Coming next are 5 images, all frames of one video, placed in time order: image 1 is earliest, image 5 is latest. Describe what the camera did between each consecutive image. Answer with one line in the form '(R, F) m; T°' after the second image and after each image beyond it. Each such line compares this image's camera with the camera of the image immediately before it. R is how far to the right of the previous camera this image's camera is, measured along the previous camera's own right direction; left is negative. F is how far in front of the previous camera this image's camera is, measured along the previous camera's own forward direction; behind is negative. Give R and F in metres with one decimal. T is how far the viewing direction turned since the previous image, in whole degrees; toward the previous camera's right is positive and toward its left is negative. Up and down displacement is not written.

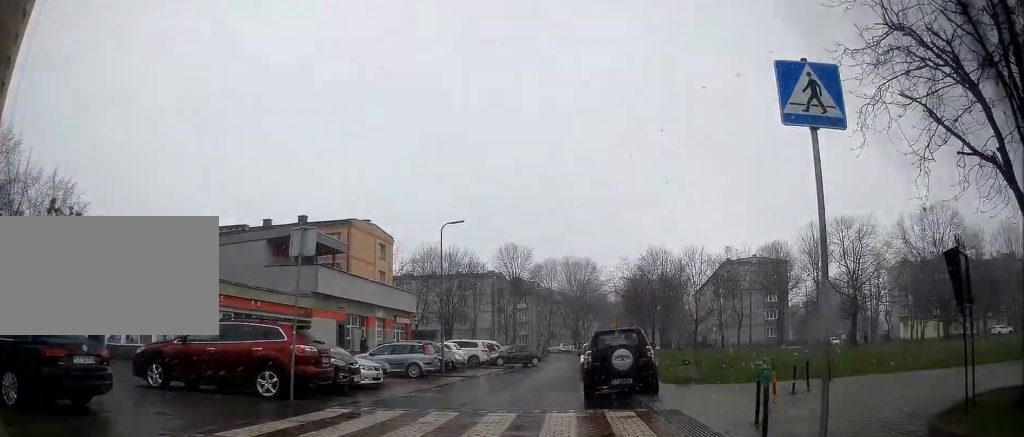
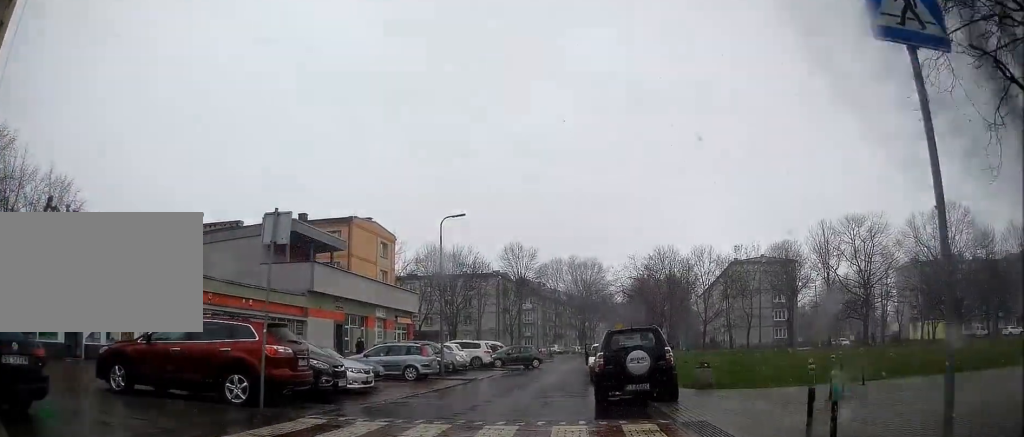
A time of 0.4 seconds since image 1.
(+0.2, +1.7) m; -2°
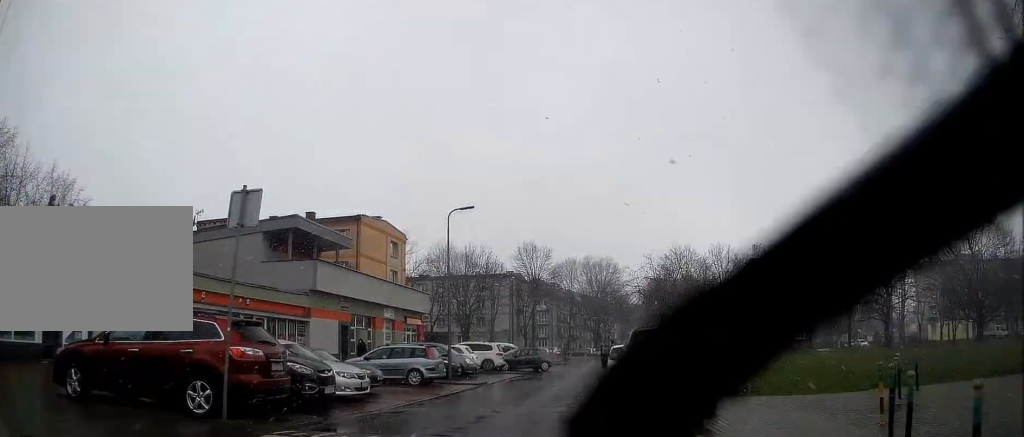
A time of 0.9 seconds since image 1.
(0.0, +1.8) m; -3°
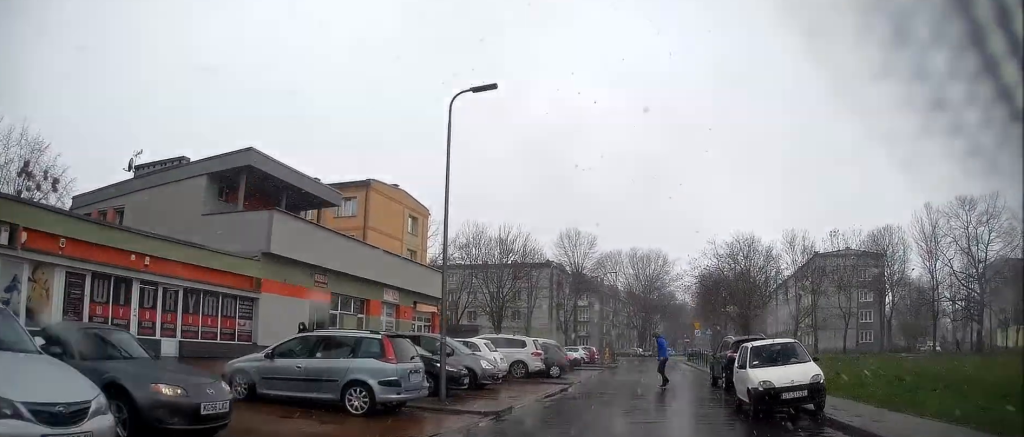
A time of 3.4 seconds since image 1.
(-1.0, +10.5) m; -4°
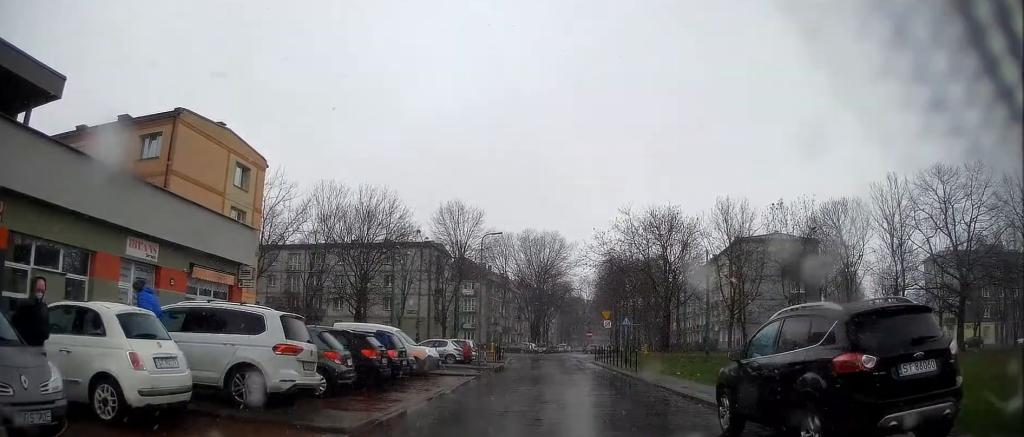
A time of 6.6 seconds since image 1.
(+1.5, +14.3) m; +12°
